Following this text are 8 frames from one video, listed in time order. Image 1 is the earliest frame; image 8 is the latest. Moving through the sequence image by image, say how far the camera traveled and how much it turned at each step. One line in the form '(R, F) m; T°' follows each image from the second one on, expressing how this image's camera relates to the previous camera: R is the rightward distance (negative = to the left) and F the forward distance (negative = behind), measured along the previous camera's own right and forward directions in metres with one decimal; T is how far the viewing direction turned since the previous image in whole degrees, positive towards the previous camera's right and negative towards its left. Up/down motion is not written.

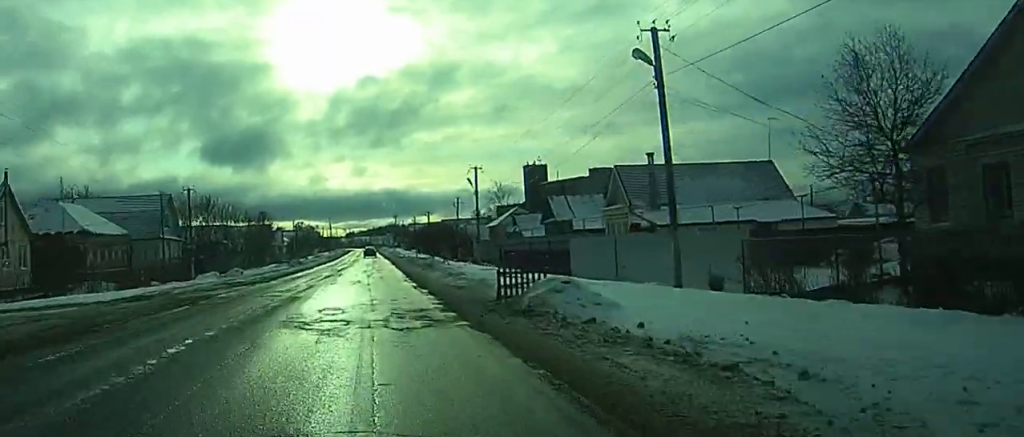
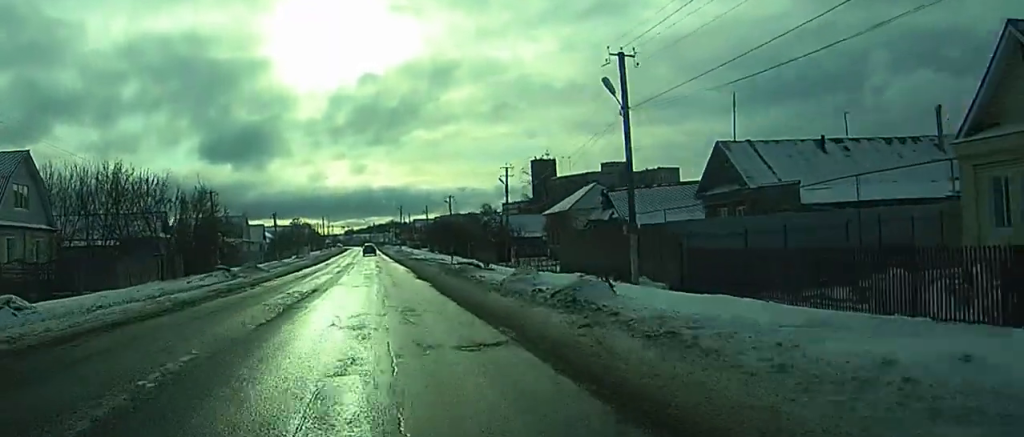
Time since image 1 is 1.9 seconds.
(0.0, +34.7) m; 0°
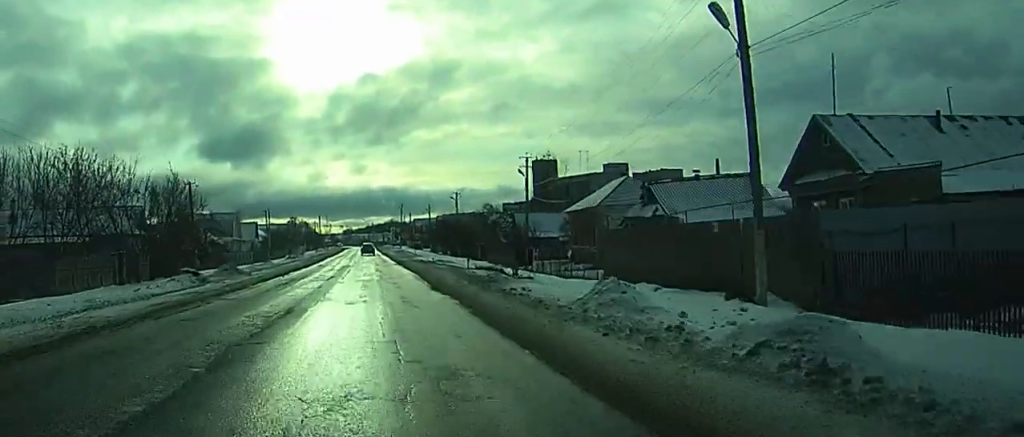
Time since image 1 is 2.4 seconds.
(0.0, +8.4) m; 0°
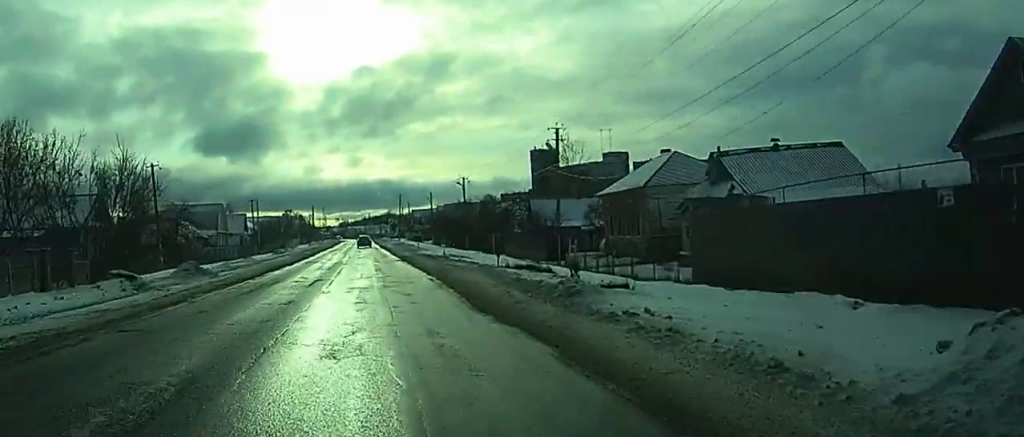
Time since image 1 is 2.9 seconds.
(0.0, +10.1) m; 0°
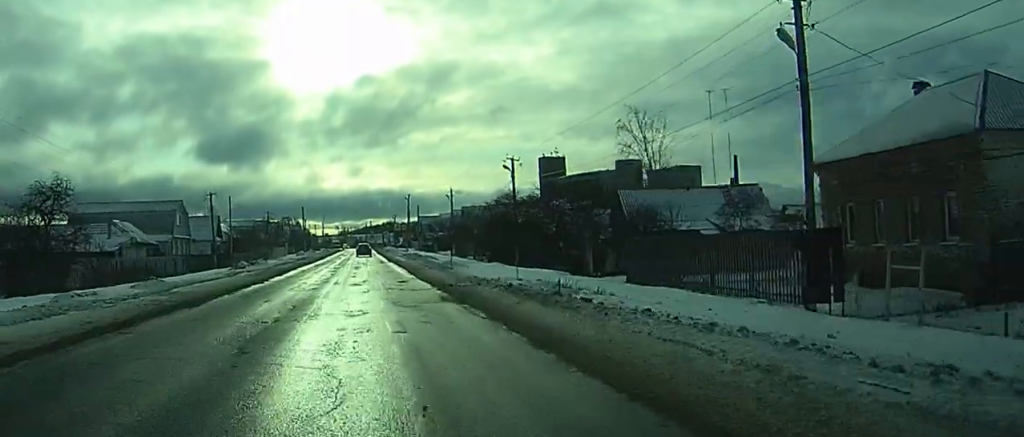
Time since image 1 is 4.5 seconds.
(0.0, +26.9) m; 0°
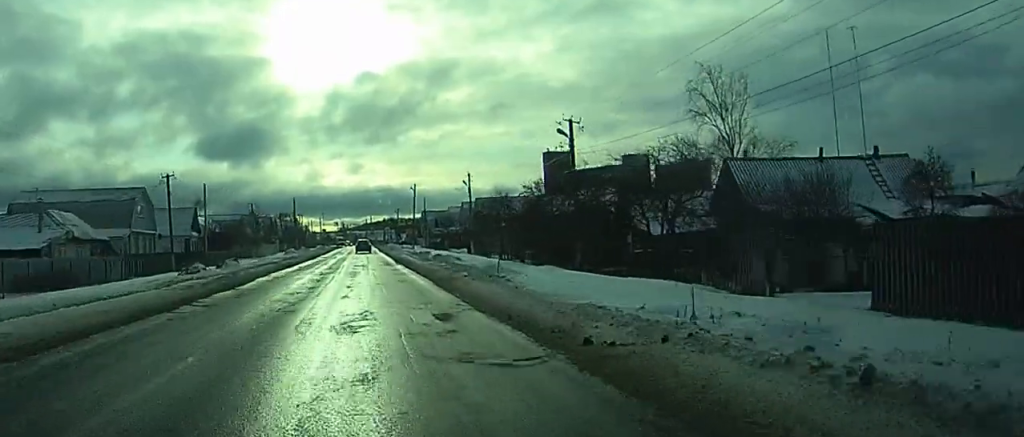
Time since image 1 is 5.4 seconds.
(0.0, +16.1) m; 0°
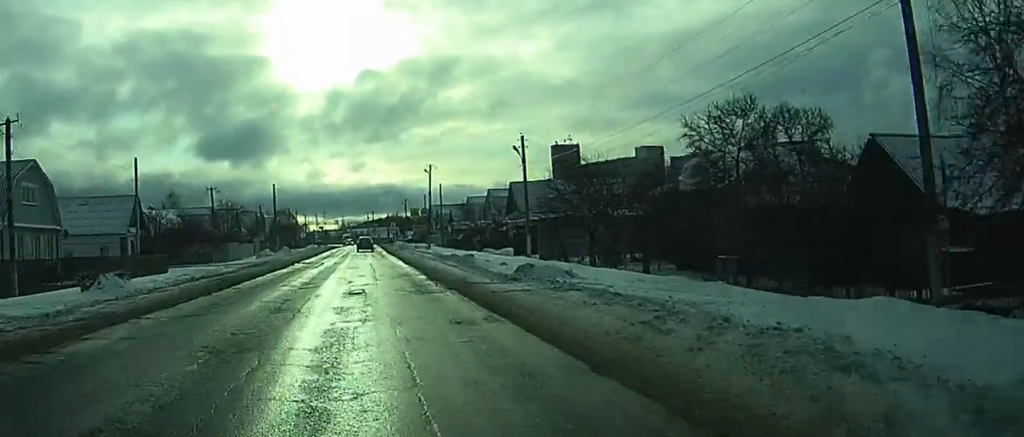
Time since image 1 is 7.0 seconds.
(0.0, +26.3) m; 0°
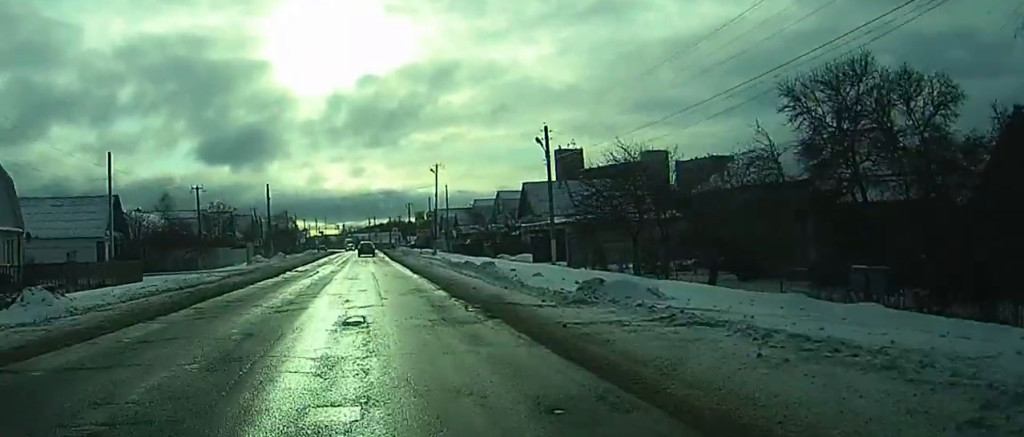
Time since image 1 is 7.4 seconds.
(0.0, +6.6) m; 0°
